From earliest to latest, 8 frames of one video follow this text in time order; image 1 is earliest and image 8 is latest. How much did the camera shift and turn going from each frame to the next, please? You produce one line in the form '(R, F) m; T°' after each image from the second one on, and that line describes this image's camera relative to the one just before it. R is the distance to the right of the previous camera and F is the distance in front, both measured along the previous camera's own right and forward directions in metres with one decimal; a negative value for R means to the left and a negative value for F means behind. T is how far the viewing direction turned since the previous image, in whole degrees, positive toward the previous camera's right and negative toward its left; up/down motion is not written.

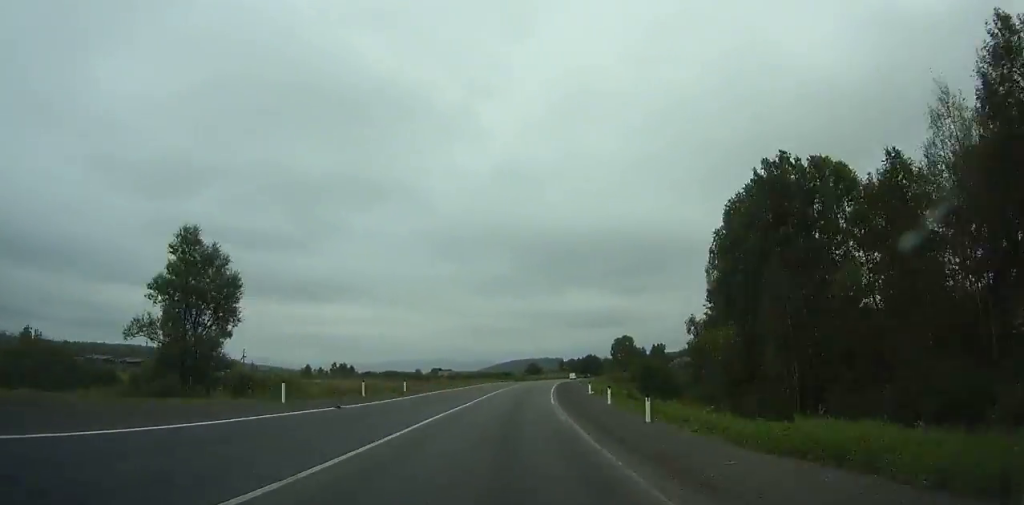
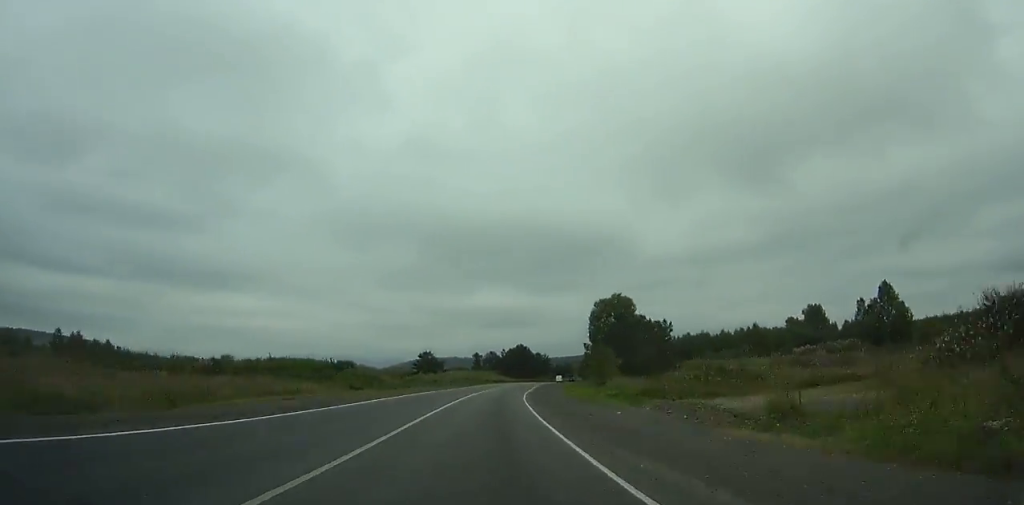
(+7.8, +102.5) m; +9°
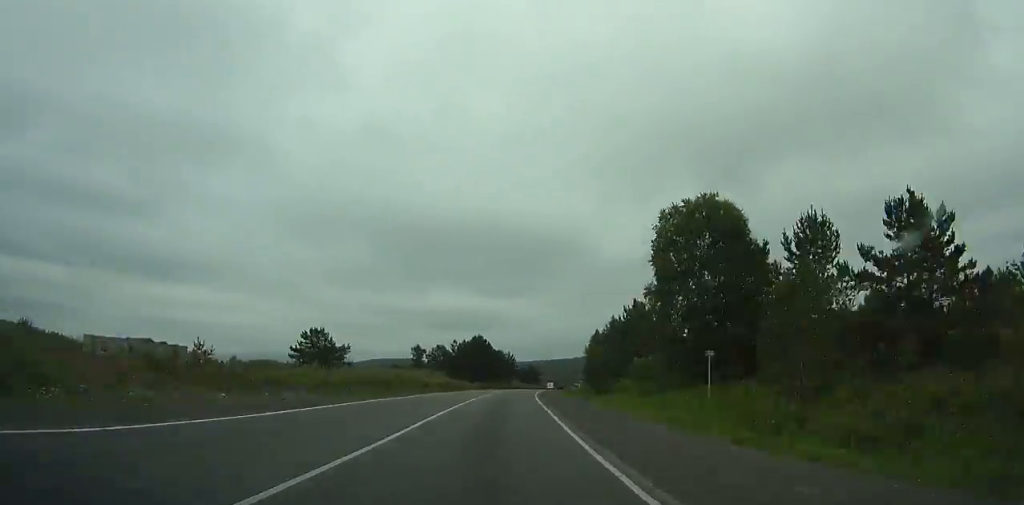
(+1.9, +55.0) m; +4°
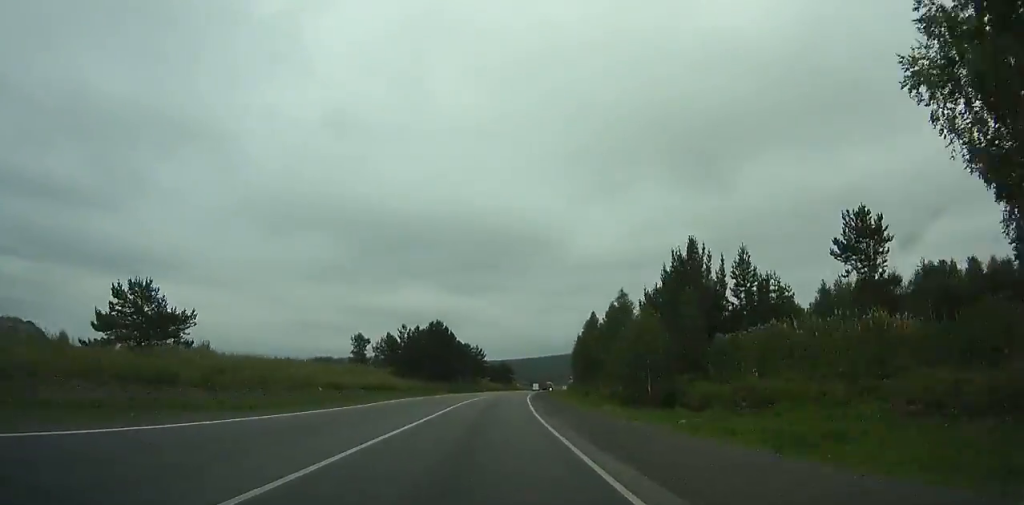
(+1.5, +36.1) m; +2°
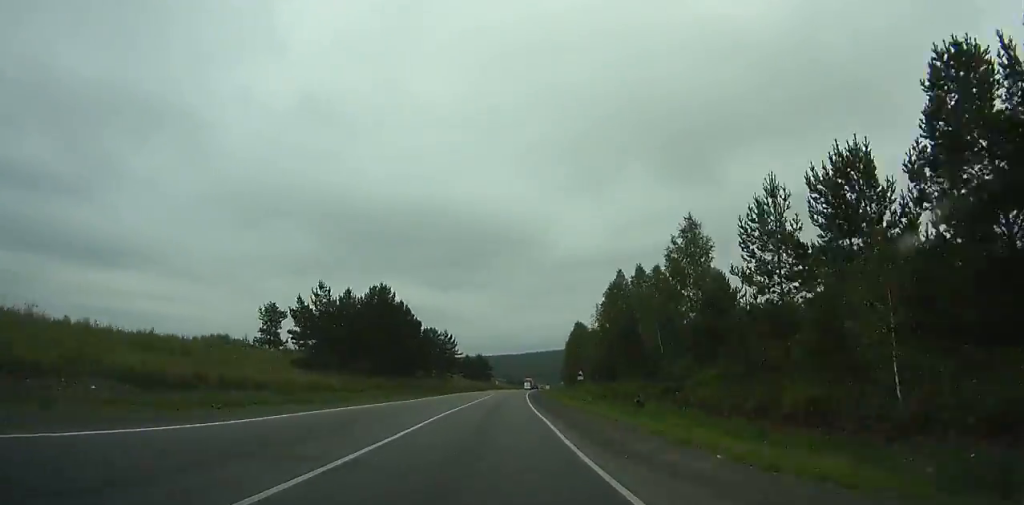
(+0.7, +38.7) m; +2°
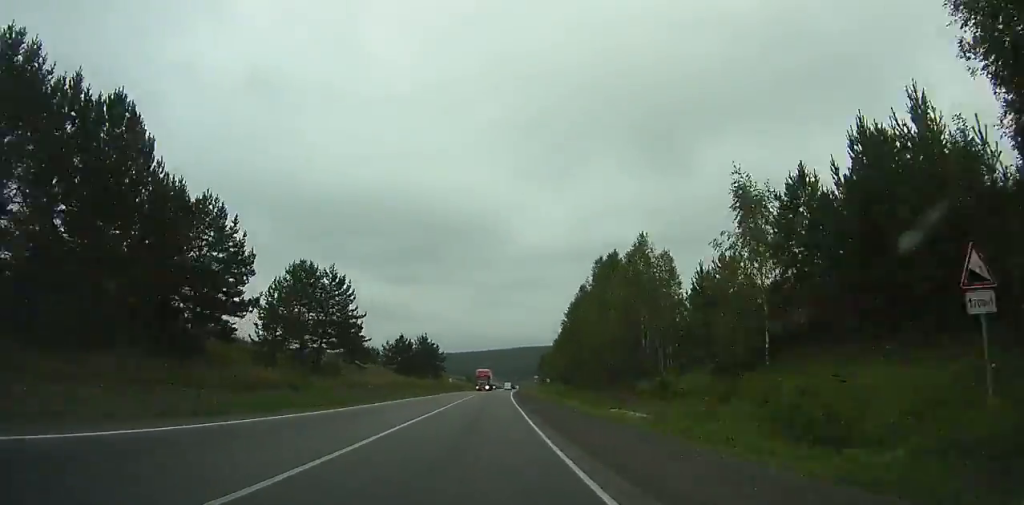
(+1.2, +72.4) m; -4°
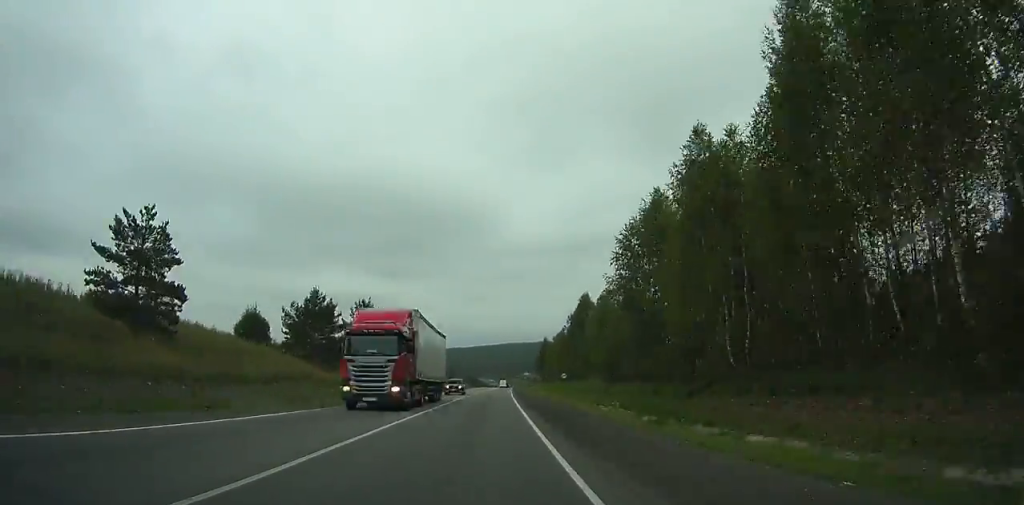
(-3.4, +53.6) m; +7°
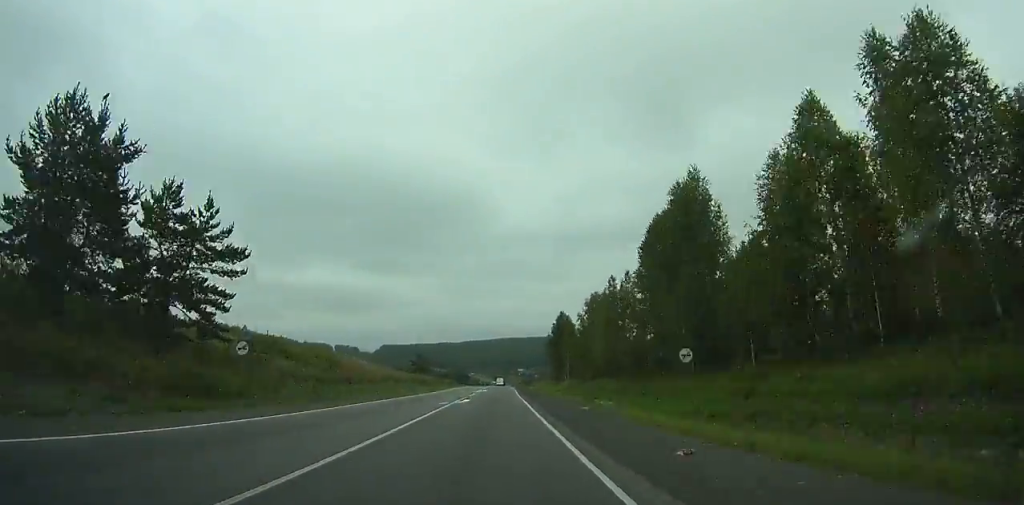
(+3.8, +52.3) m; +10°
